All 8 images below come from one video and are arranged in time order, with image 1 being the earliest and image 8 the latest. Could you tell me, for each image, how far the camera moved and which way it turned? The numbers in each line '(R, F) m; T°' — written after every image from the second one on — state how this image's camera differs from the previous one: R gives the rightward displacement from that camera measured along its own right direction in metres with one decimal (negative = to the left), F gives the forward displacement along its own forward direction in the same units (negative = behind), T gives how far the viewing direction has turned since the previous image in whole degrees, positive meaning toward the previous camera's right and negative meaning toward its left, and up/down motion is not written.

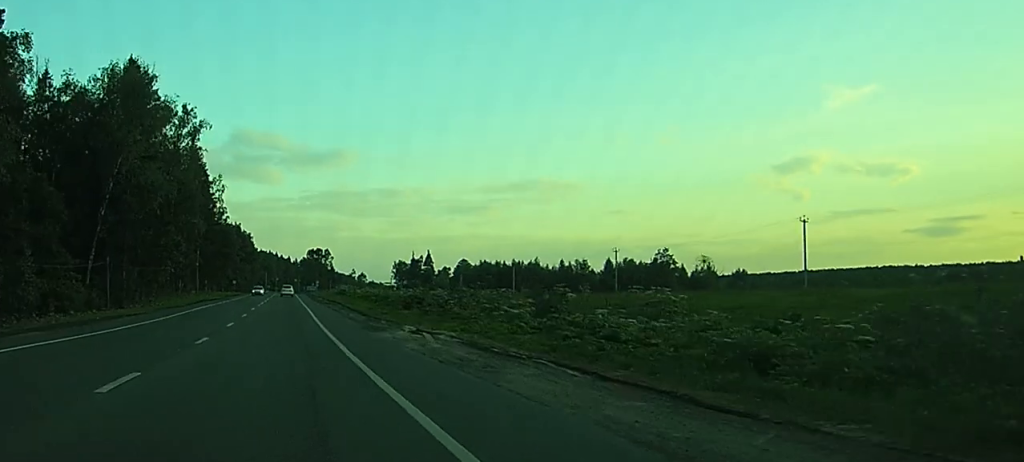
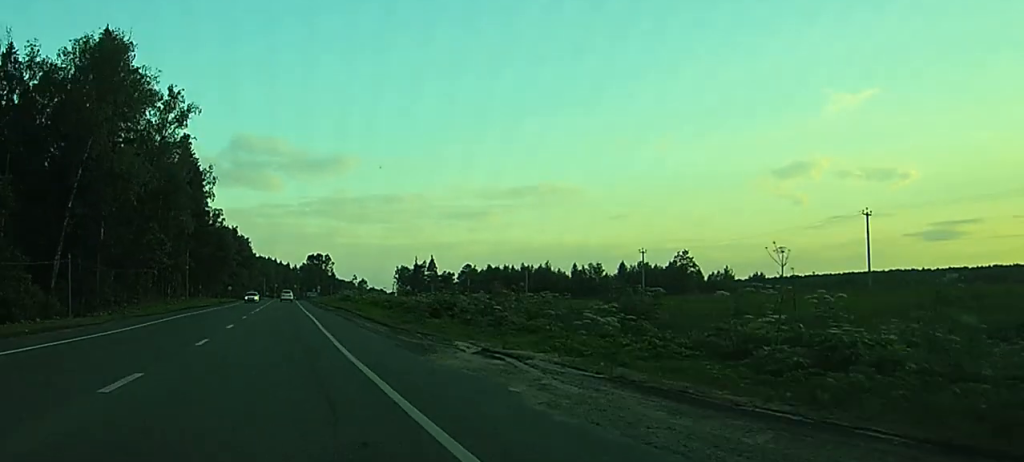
(0.0, +11.9) m; 0°
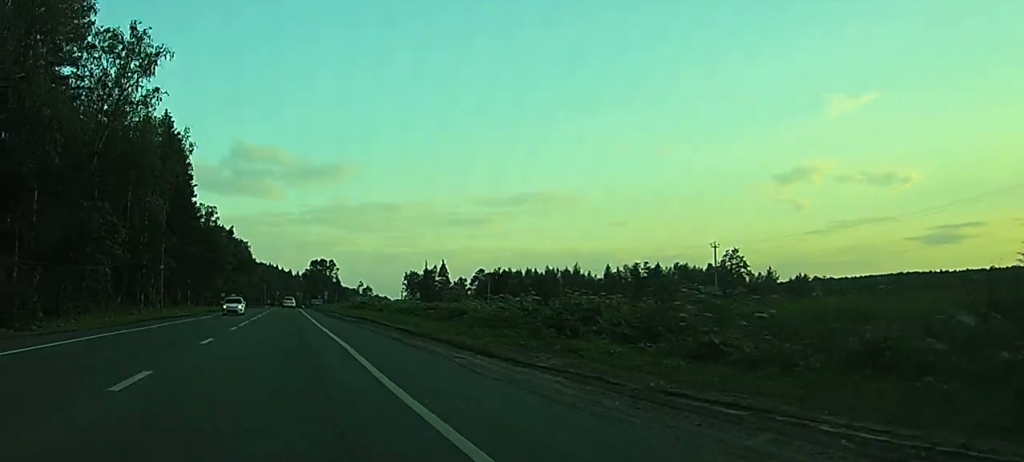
(0.0, +23.8) m; 0°
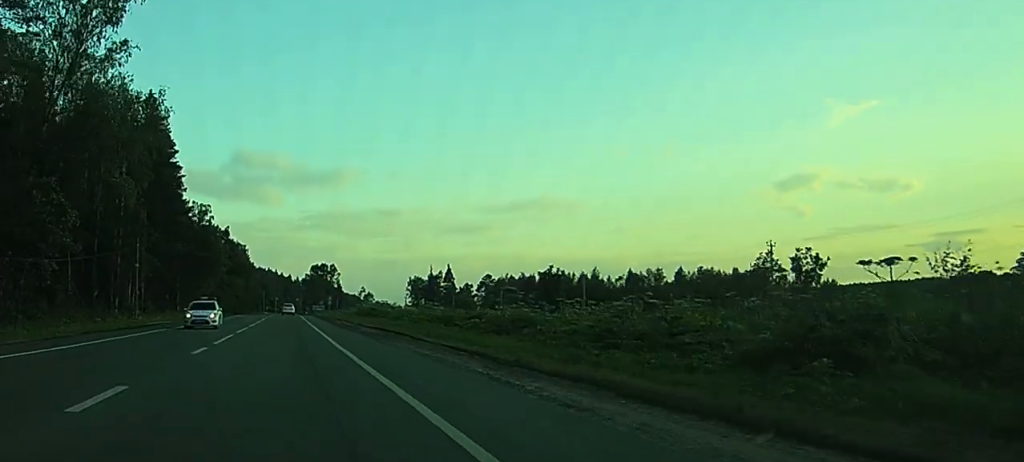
(-0.2, +14.5) m; 0°
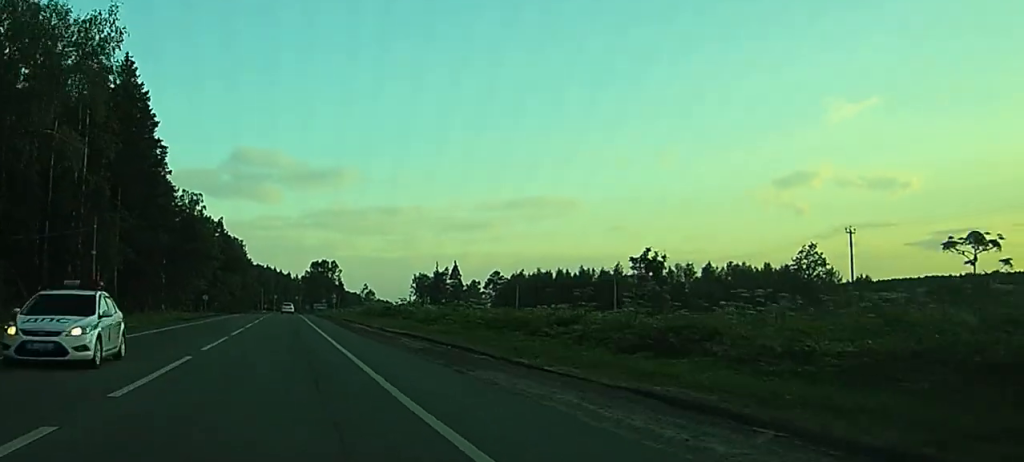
(+0.1, +16.1) m; 0°
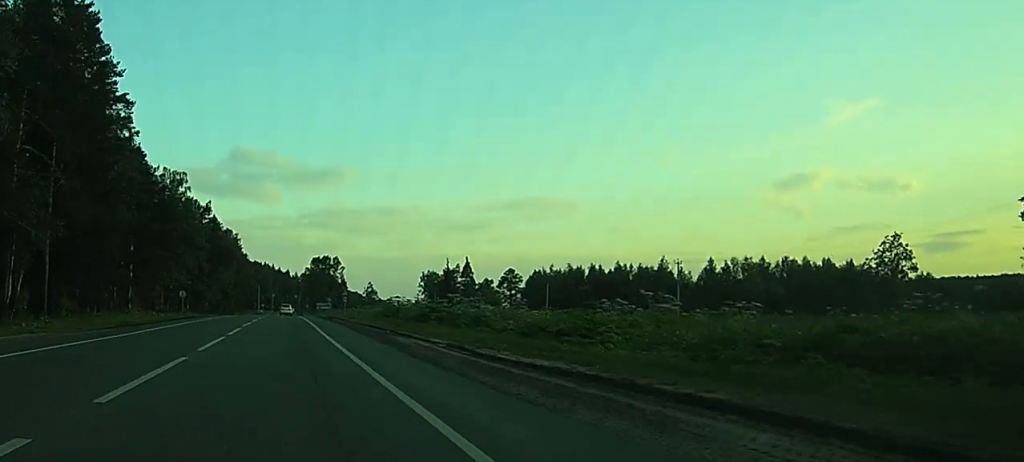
(+0.3, +25.4) m; +1°
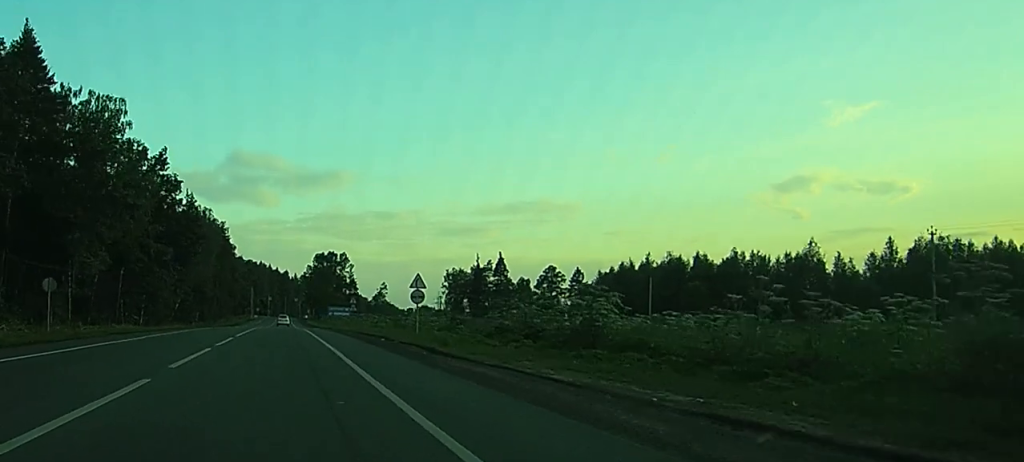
(-0.3, +54.1) m; -1°
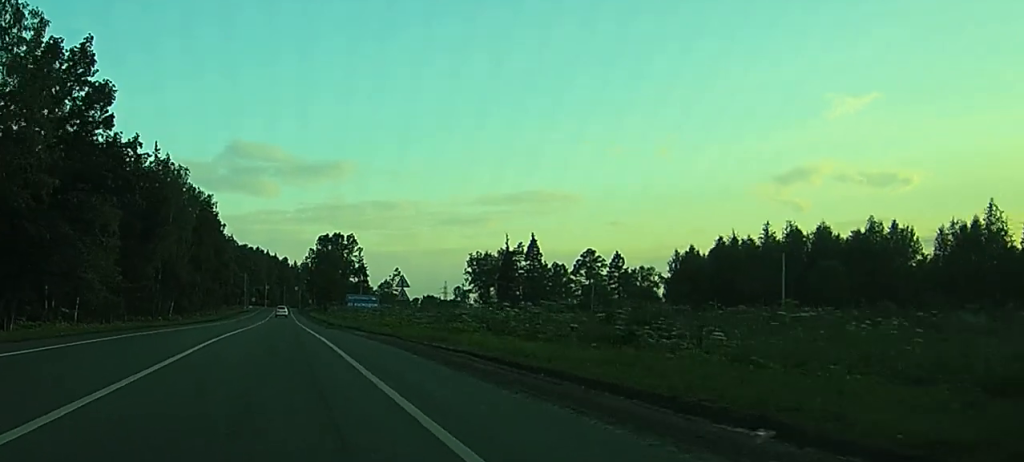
(-0.1, +37.4) m; 0°
